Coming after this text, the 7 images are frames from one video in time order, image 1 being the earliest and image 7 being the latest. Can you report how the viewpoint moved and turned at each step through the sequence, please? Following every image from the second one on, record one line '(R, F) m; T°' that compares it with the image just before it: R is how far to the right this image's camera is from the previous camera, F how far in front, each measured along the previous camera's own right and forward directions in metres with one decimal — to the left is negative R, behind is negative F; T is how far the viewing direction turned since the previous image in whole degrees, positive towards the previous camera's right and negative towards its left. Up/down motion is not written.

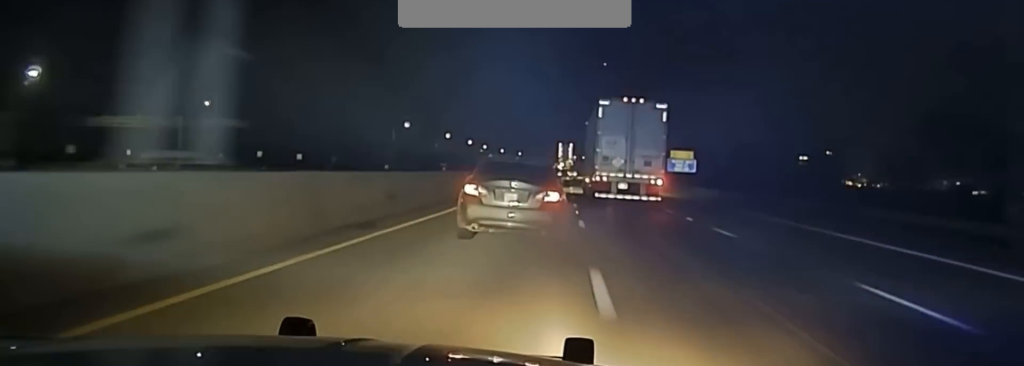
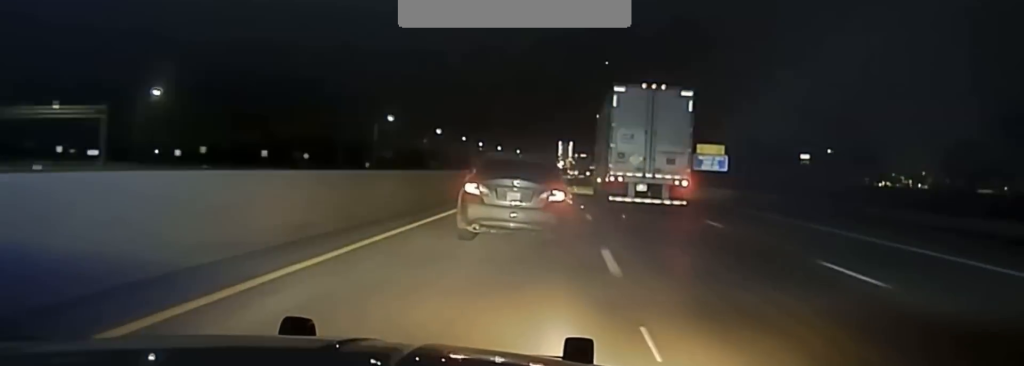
(+0.1, +21.7) m; +1°
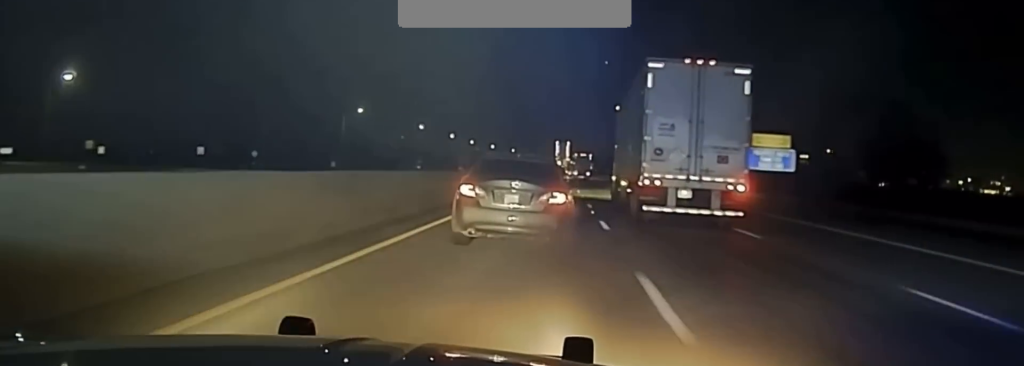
(+0.2, +29.4) m; 0°
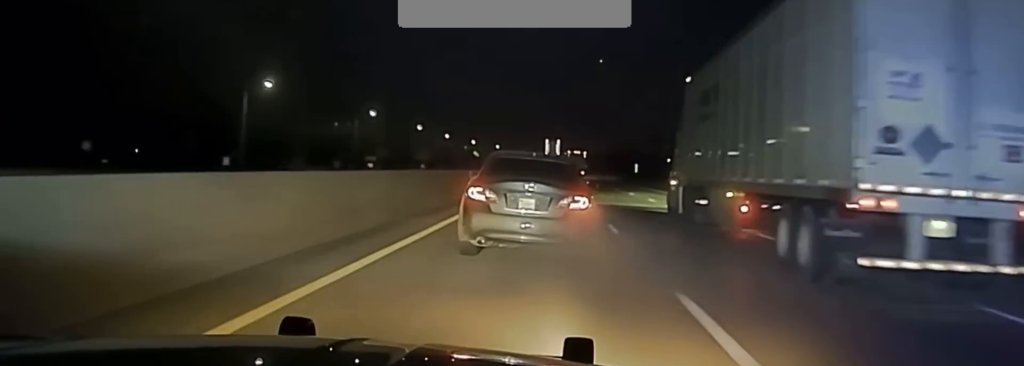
(+0.2, +52.6) m; 0°
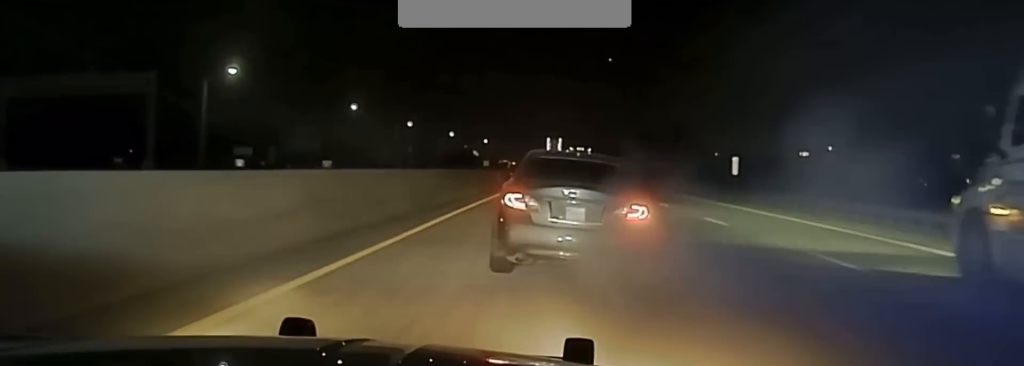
(0.0, +82.3) m; 0°
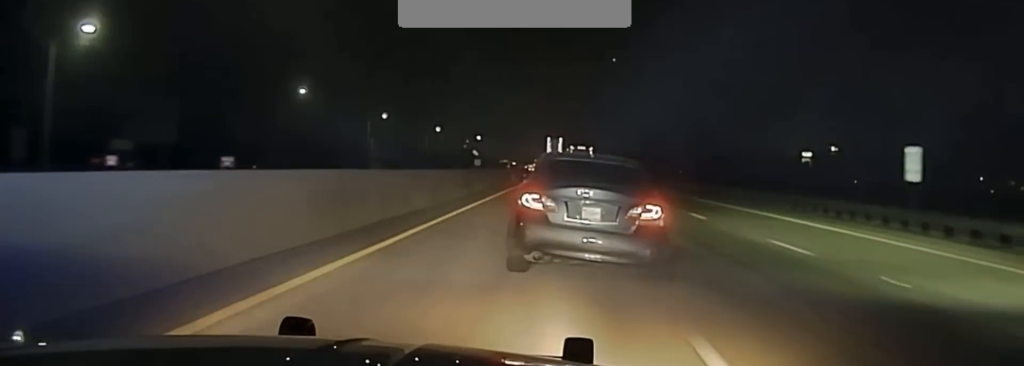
(0.0, +36.5) m; 0°
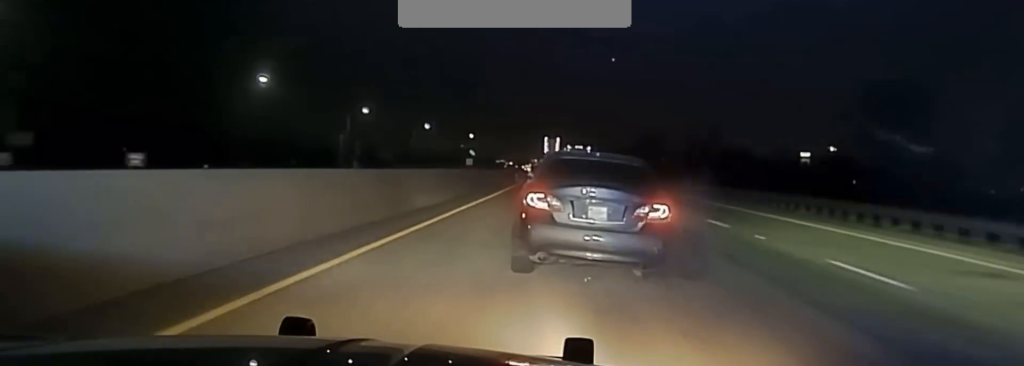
(0.0, +17.5) m; 0°
